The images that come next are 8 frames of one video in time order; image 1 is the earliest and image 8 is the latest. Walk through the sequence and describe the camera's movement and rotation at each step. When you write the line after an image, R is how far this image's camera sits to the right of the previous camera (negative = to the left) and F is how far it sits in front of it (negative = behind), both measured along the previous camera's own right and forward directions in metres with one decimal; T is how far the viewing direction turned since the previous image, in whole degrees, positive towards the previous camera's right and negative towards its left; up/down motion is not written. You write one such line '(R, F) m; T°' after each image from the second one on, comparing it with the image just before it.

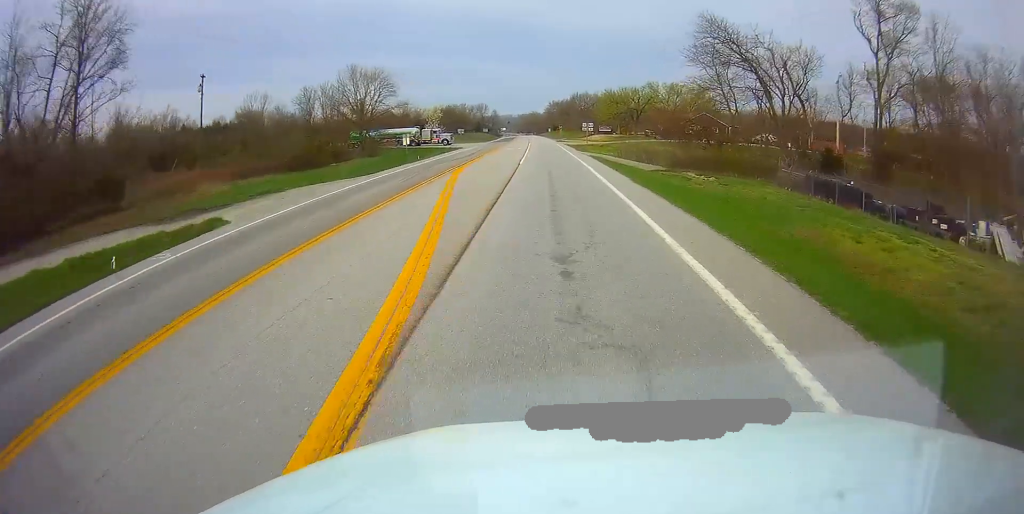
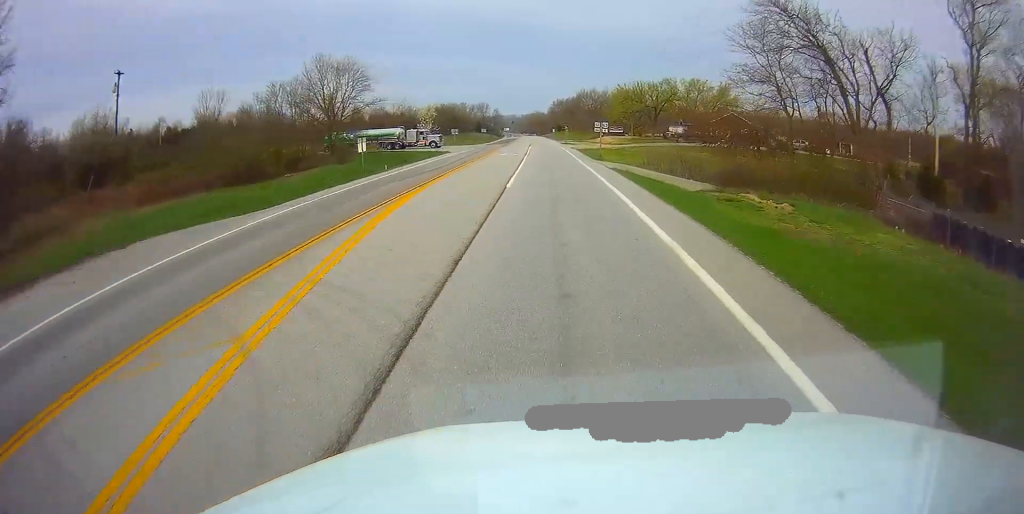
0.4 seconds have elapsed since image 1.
(-0.1, +13.5) m; 0°
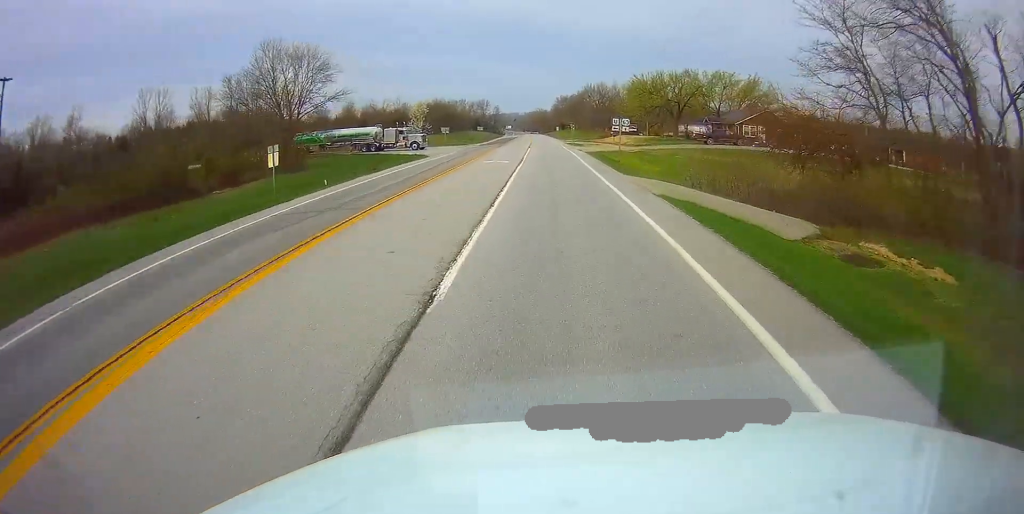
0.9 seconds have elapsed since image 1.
(0.0, +13.6) m; 0°
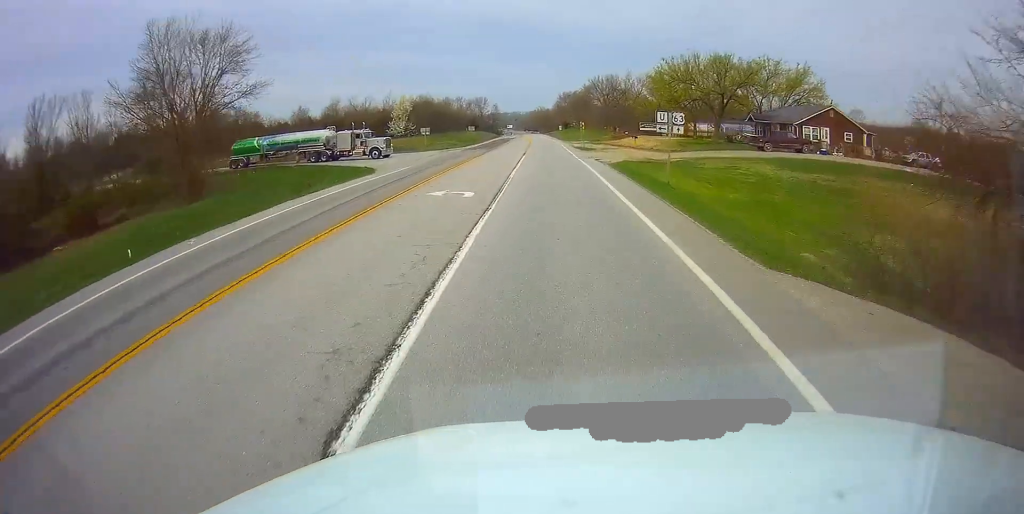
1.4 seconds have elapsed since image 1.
(0.0, +17.7) m; 0°
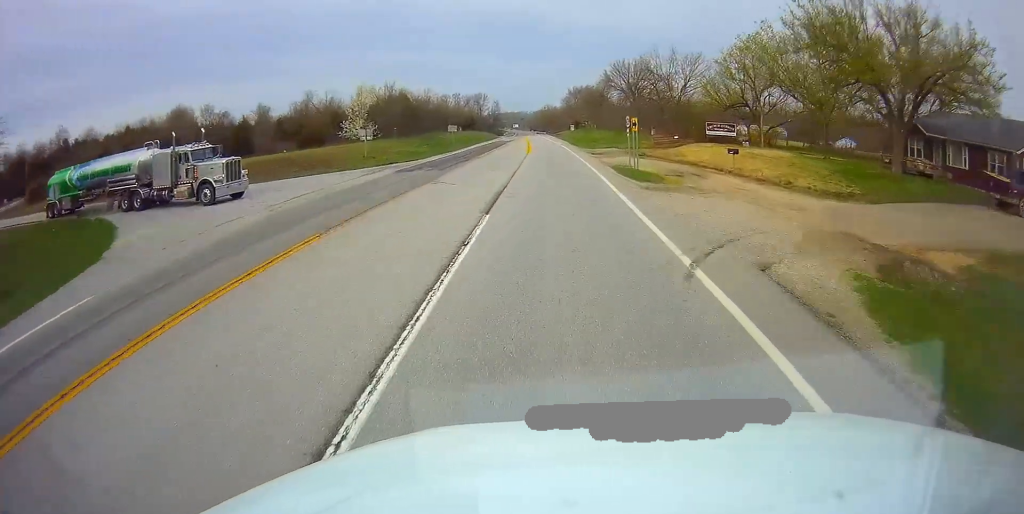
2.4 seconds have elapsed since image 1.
(+0.3, +30.4) m; -1°
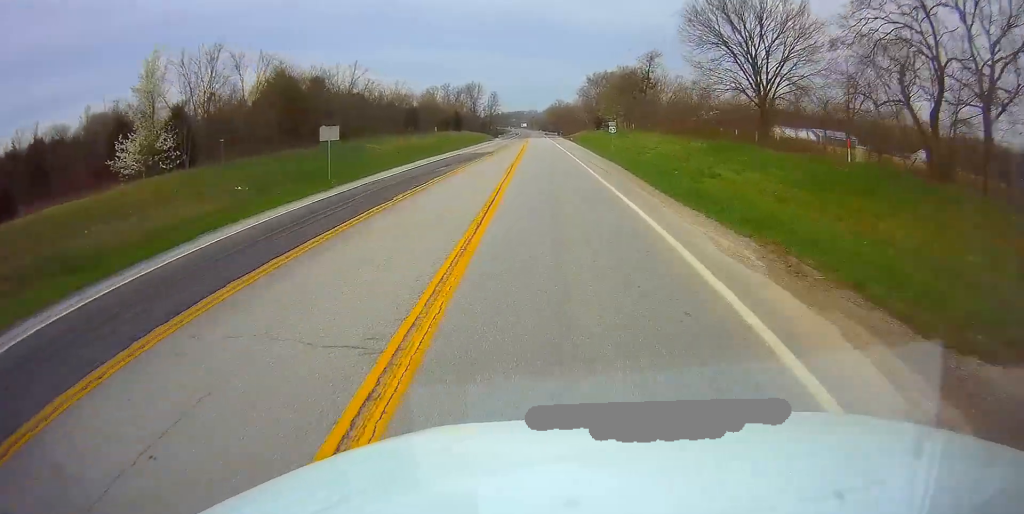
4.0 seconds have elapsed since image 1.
(-1.2, +51.2) m; -1°
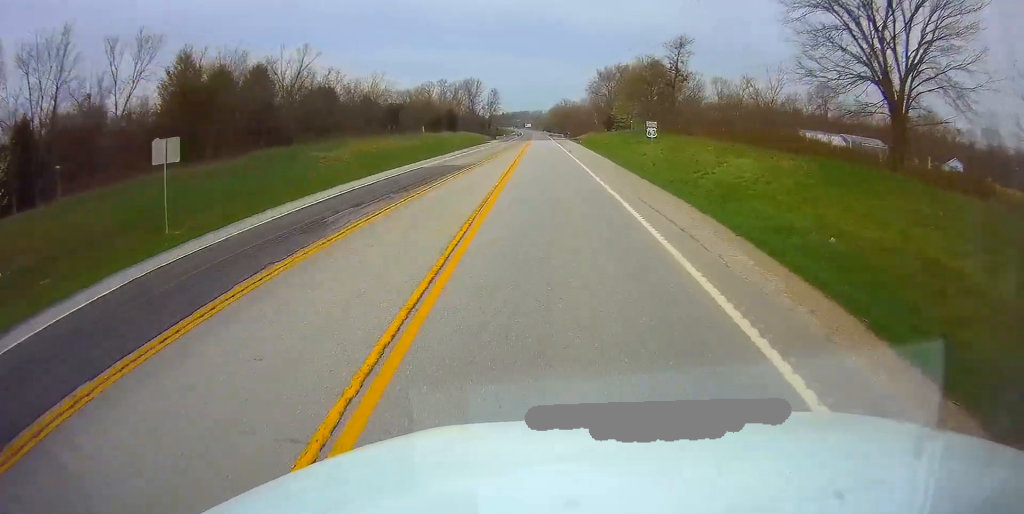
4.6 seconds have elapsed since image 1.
(+0.1, +16.8) m; 0°
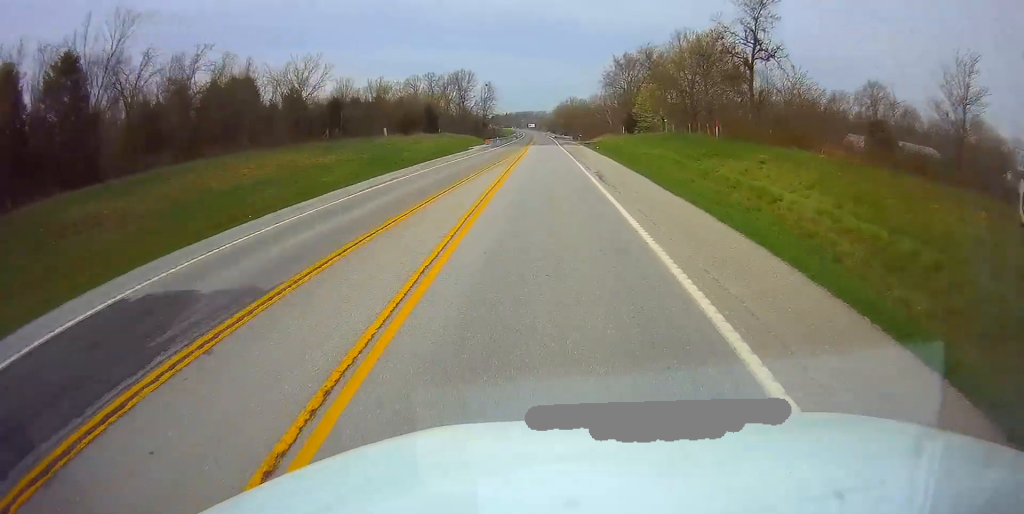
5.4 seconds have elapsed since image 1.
(-0.1, +27.2) m; -1°
